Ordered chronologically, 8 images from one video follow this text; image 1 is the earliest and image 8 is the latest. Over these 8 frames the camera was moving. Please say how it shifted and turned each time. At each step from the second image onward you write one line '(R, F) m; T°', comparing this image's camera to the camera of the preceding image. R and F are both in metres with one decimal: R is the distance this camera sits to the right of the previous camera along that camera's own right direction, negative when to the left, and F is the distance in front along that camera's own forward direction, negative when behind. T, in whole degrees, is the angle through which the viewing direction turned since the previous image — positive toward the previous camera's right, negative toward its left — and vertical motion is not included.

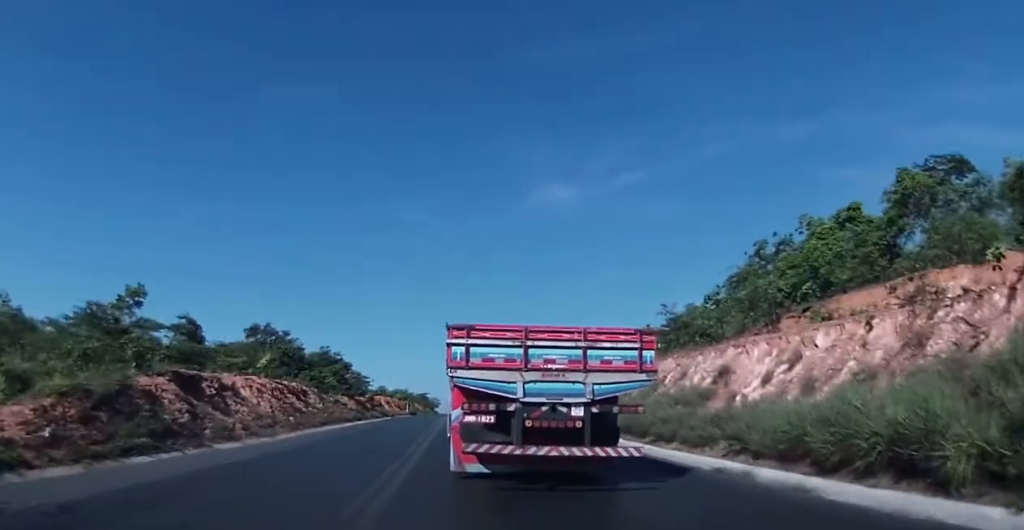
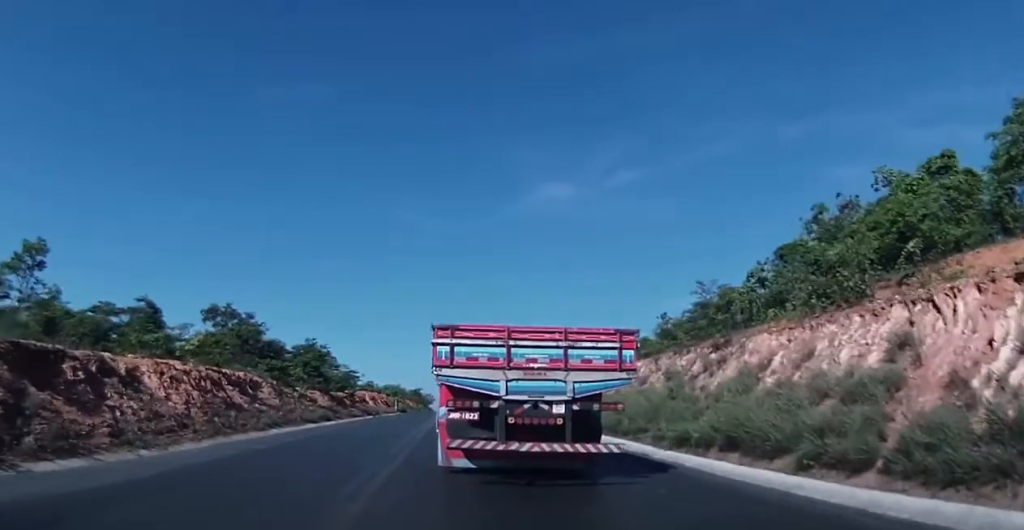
(0.0, +9.6) m; 0°
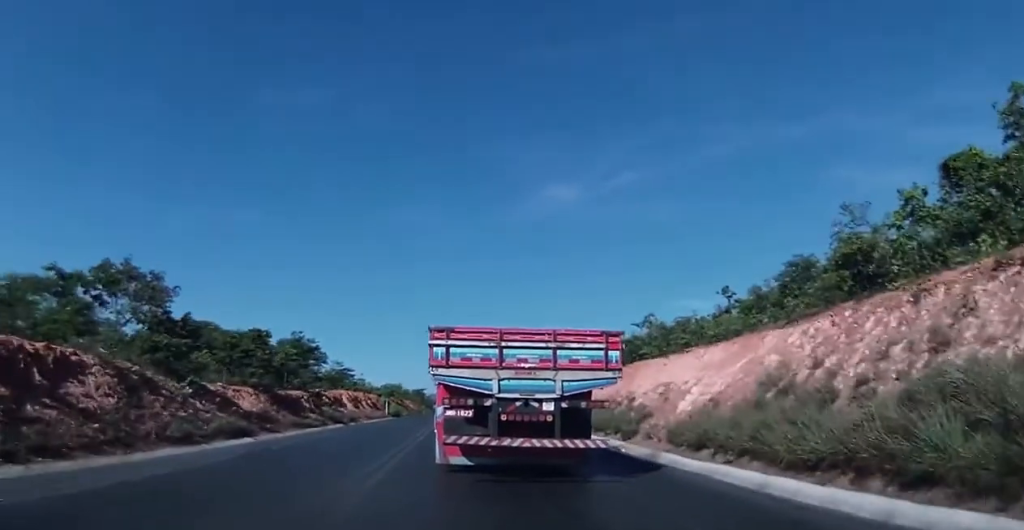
(0.0, +17.7) m; 0°
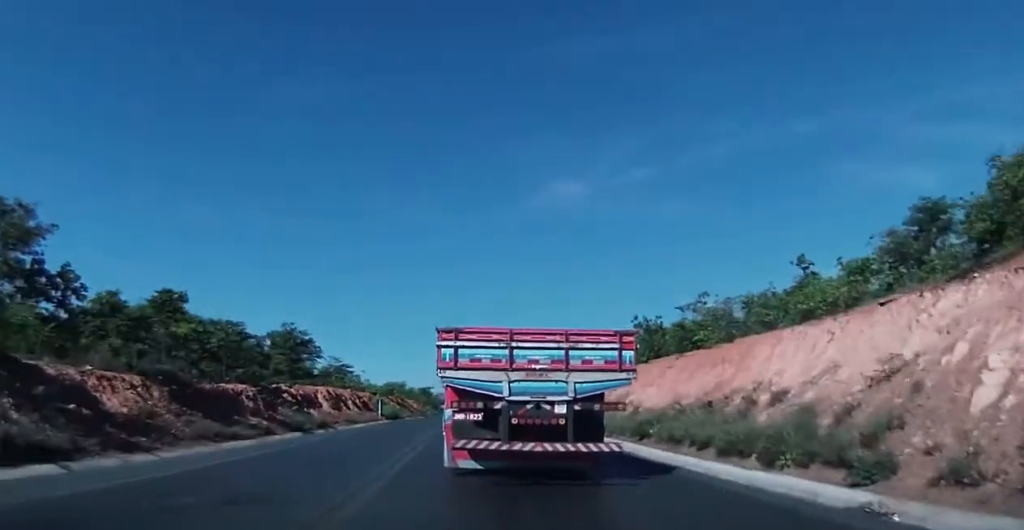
(+0.1, +13.0) m; 0°
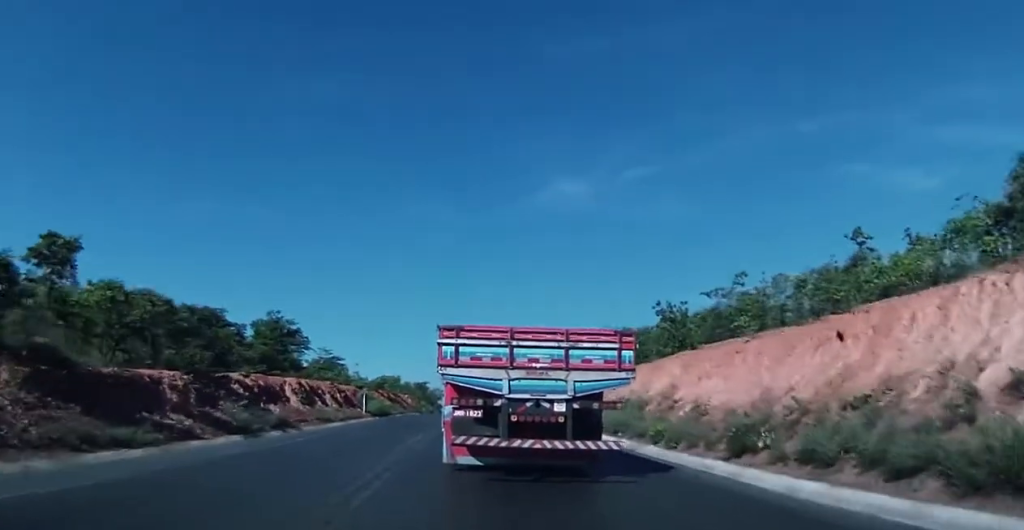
(0.0, +8.2) m; 0°
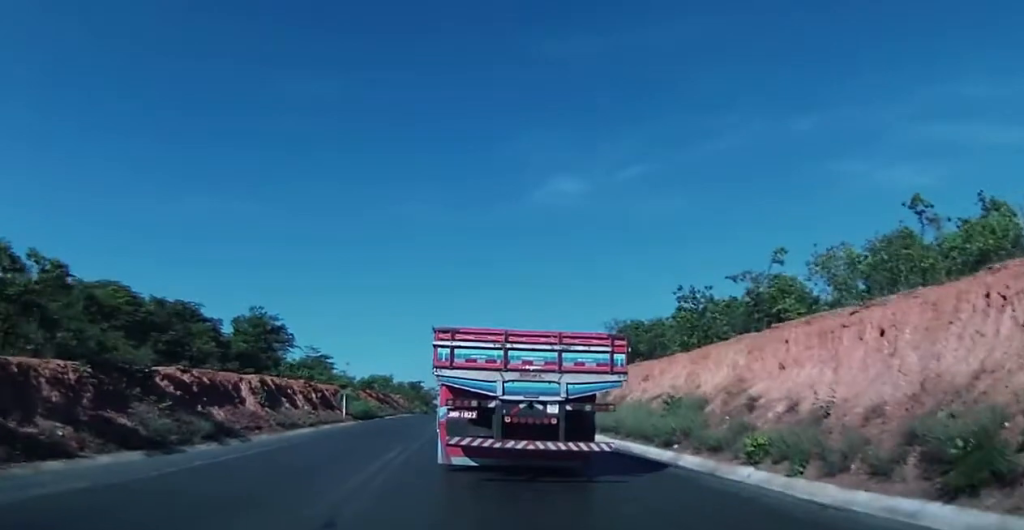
(0.0, +7.3) m; 0°
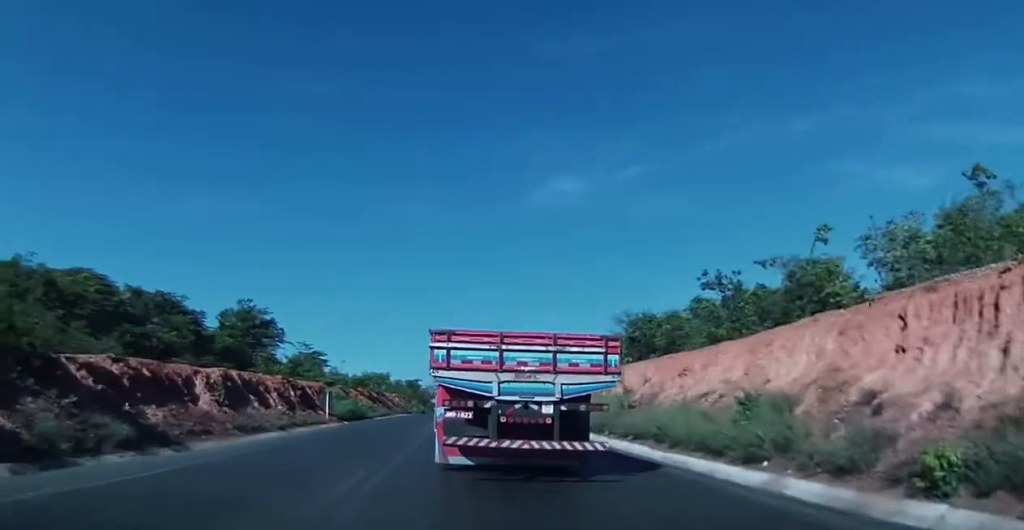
(0.0, +5.6) m; -1°
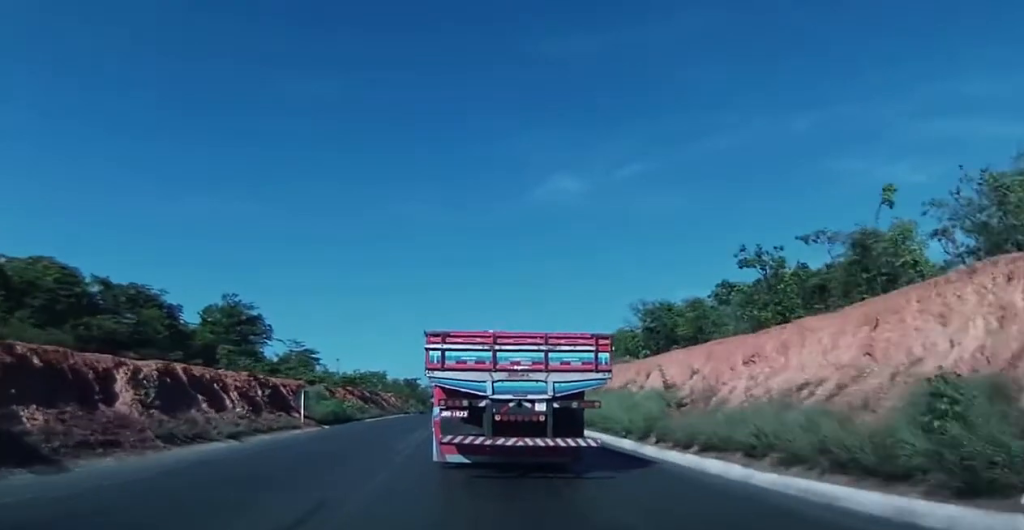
(+0.1, +6.6) m; -2°
